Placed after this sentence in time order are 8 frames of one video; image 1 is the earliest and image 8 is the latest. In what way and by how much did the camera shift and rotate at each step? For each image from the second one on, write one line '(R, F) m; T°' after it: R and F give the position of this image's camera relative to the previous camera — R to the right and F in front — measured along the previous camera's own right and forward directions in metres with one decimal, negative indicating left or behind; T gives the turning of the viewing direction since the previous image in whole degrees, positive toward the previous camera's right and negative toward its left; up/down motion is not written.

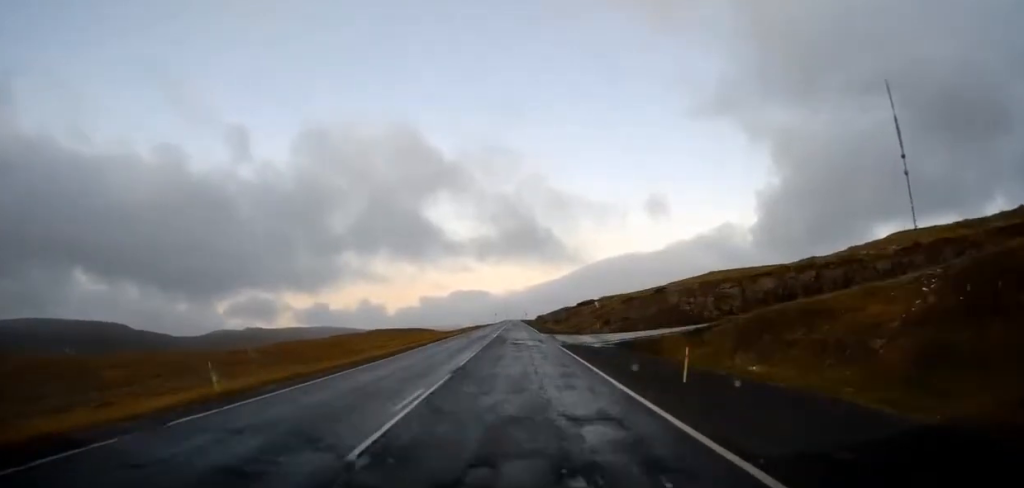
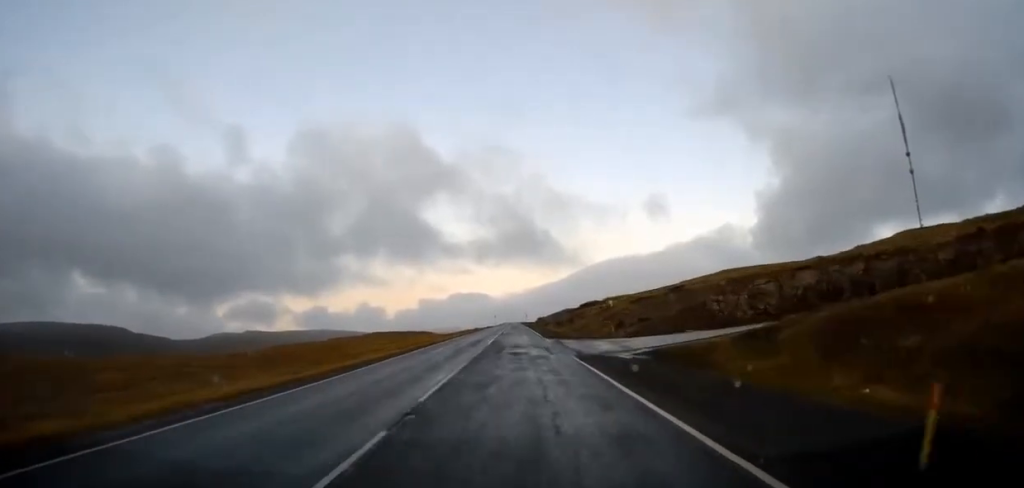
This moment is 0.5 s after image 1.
(-0.1, +7.5) m; 0°
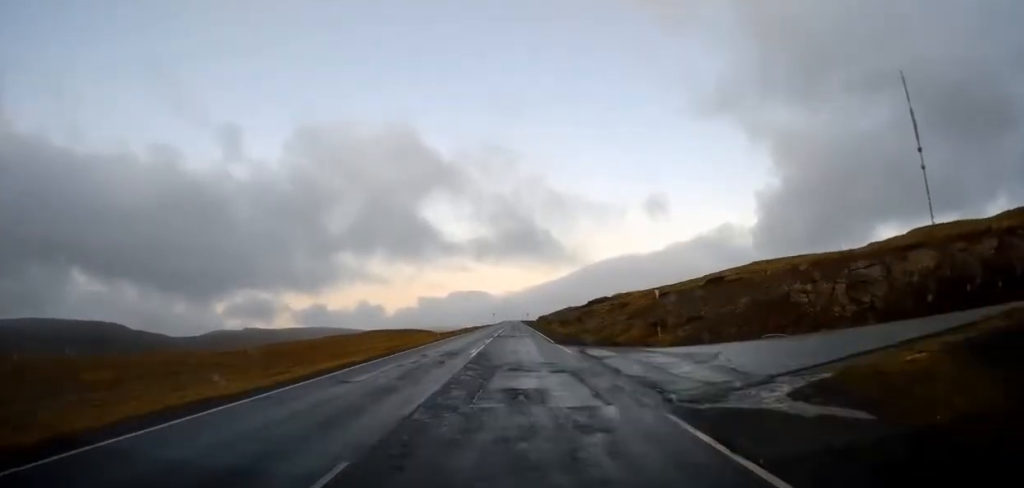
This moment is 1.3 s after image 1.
(-0.3, +13.9) m; +1°
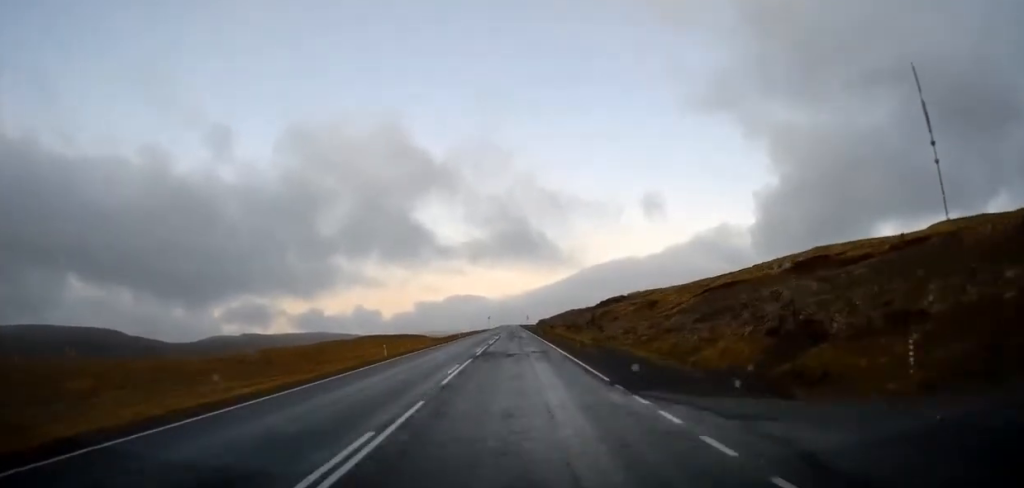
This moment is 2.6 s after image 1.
(+0.6, +19.7) m; 0°
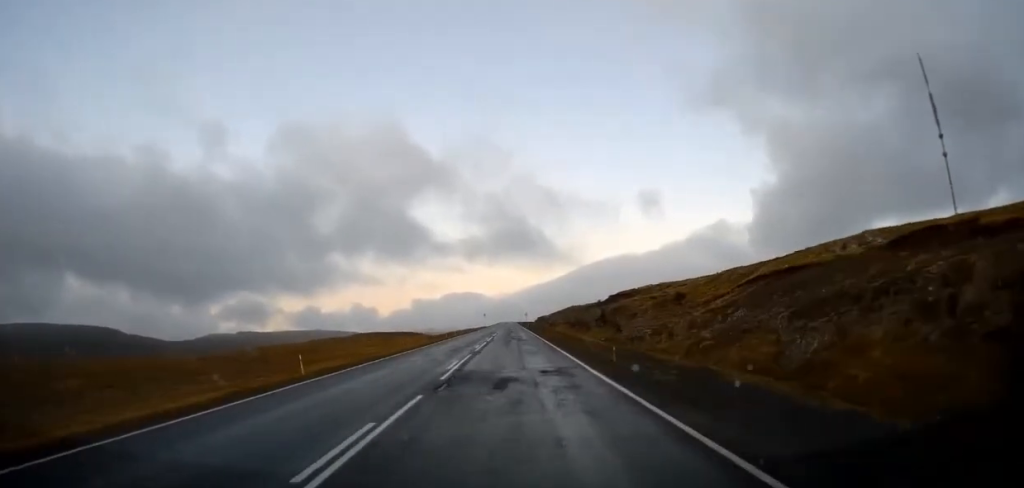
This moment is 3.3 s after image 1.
(-0.4, +11.7) m; -1°
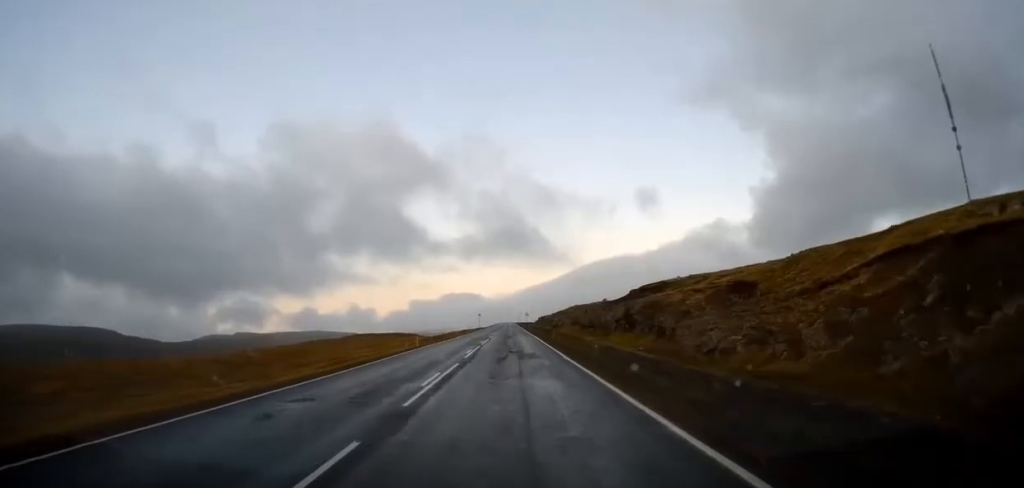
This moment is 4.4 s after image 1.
(+0.3, +17.0) m; 0°
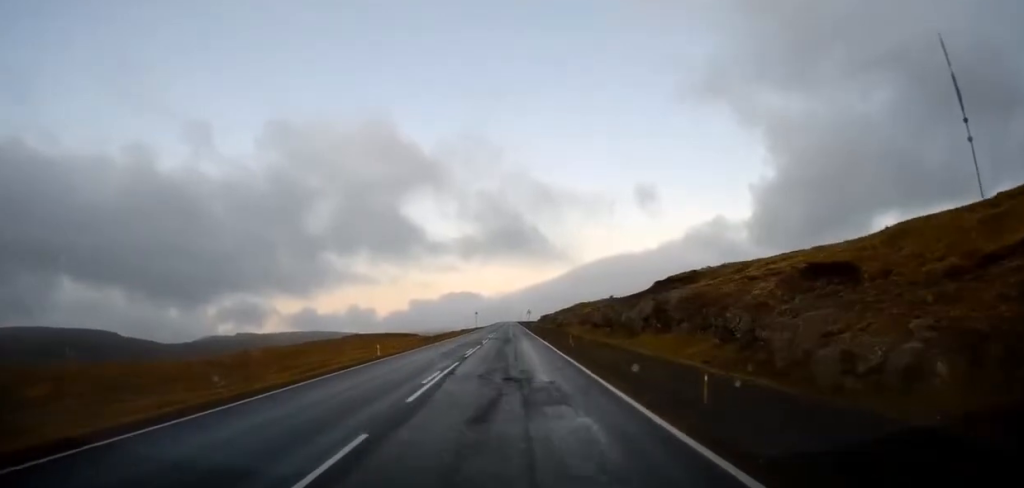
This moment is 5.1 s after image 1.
(-0.4, +12.1) m; +1°
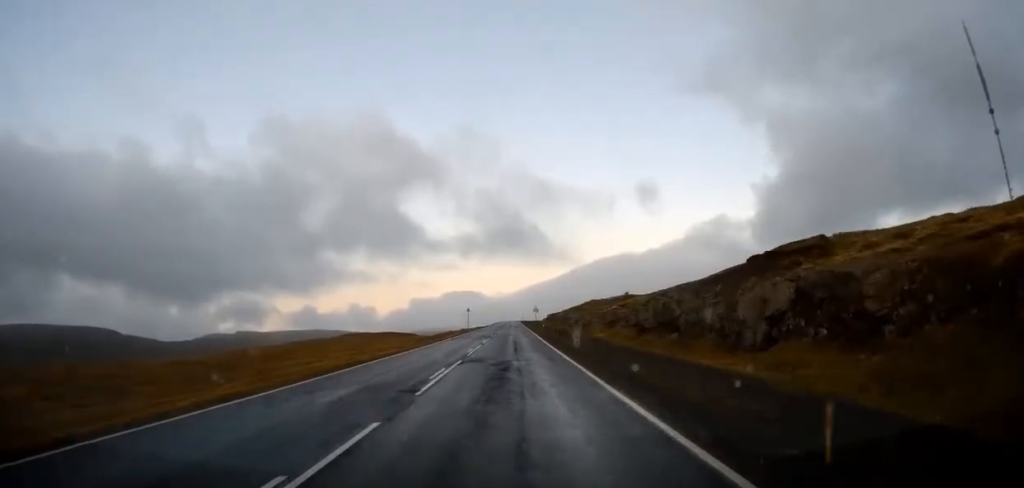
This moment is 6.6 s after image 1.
(+1.0, +23.6) m; +1°
